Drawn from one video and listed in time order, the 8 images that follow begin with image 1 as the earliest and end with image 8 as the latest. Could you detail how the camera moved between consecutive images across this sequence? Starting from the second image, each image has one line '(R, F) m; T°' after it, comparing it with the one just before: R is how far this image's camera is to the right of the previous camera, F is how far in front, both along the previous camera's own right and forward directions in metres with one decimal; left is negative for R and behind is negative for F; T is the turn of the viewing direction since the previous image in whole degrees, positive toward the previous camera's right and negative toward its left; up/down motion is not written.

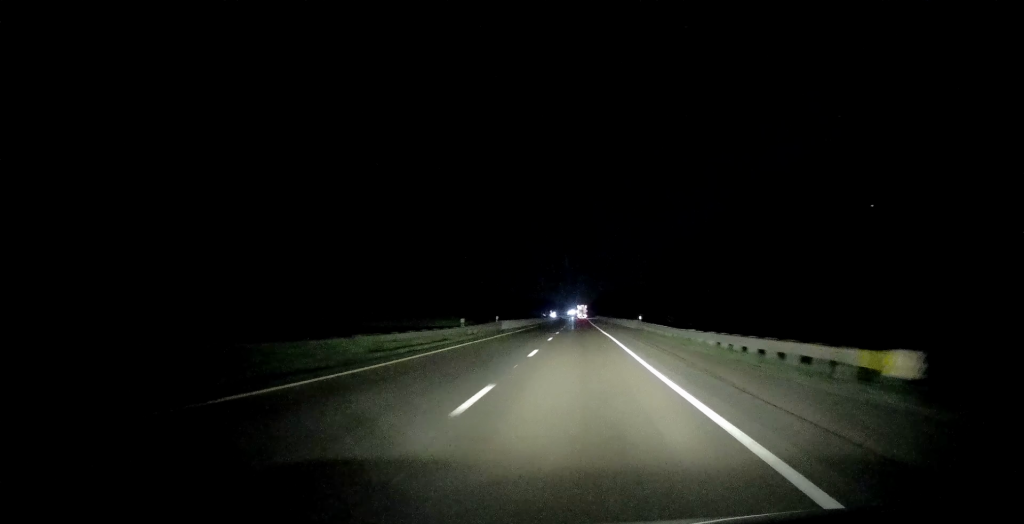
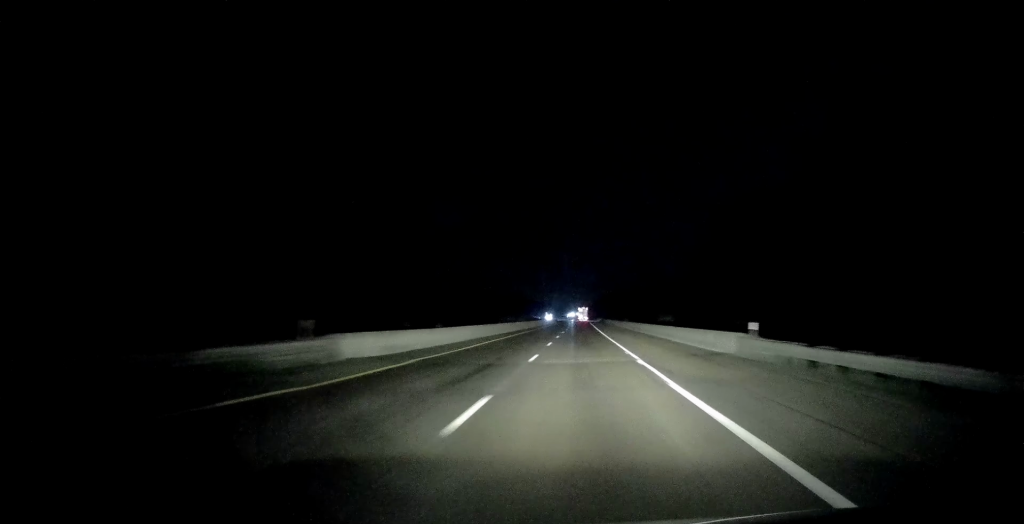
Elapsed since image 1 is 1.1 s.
(-0.3, +37.7) m; -1°
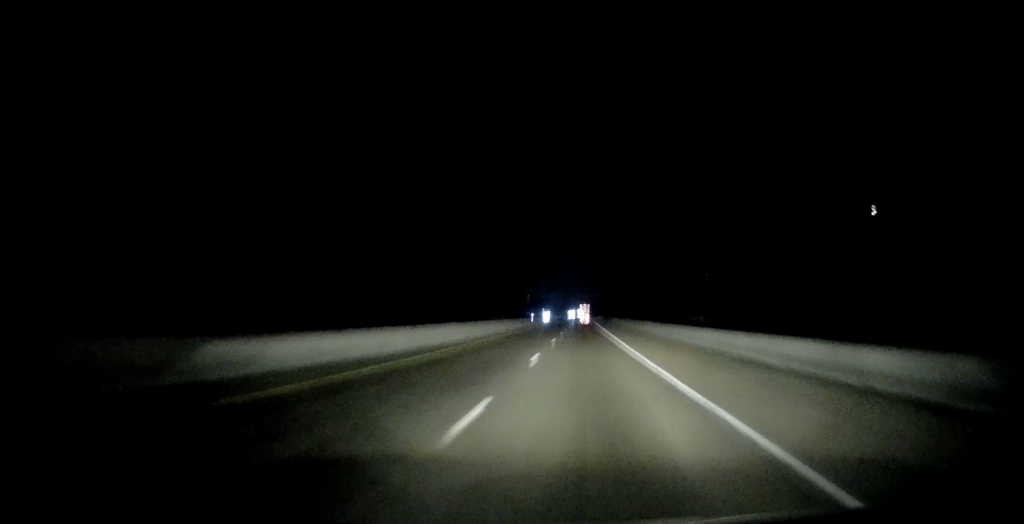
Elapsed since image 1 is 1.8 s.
(-0.1, +24.0) m; 0°
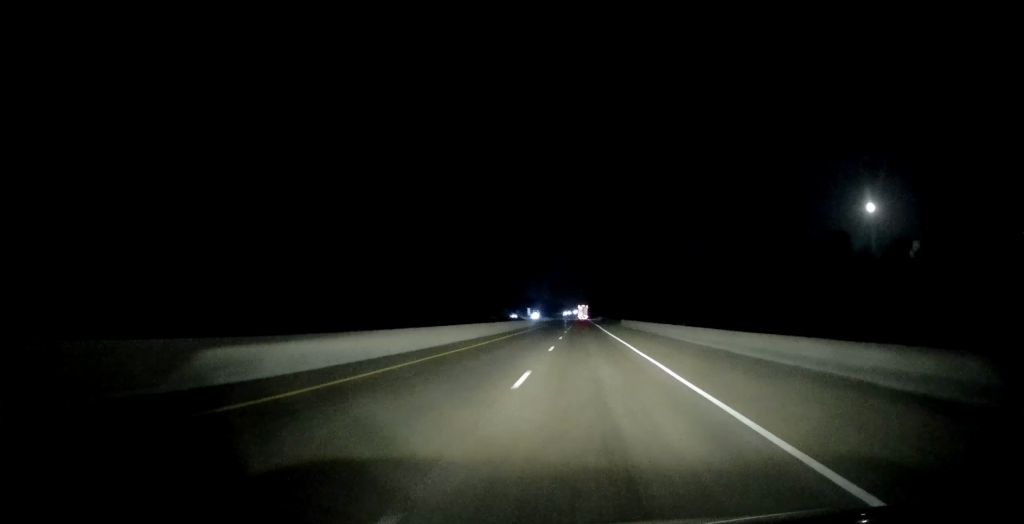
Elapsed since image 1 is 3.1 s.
(+0.4, +43.3) m; 0°
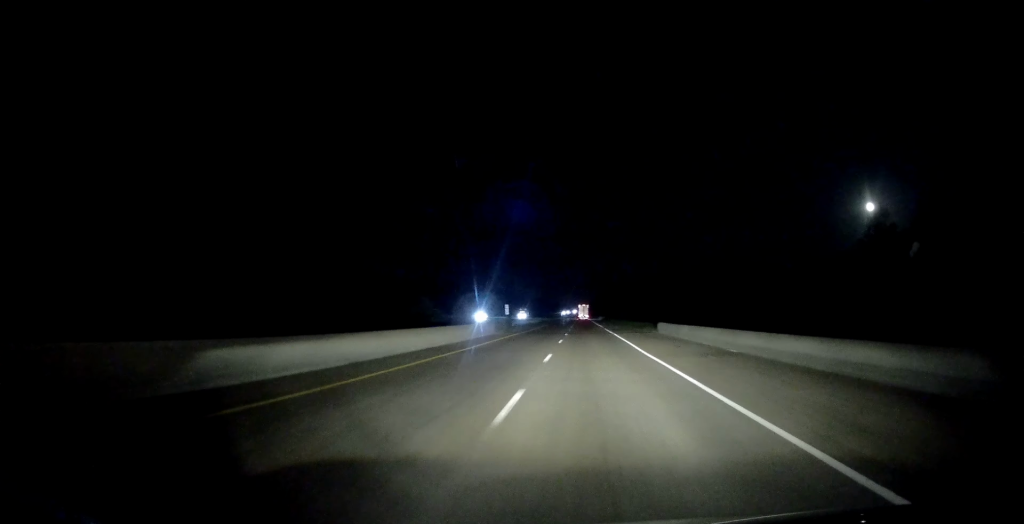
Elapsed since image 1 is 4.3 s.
(-0.5, +42.1) m; 0°
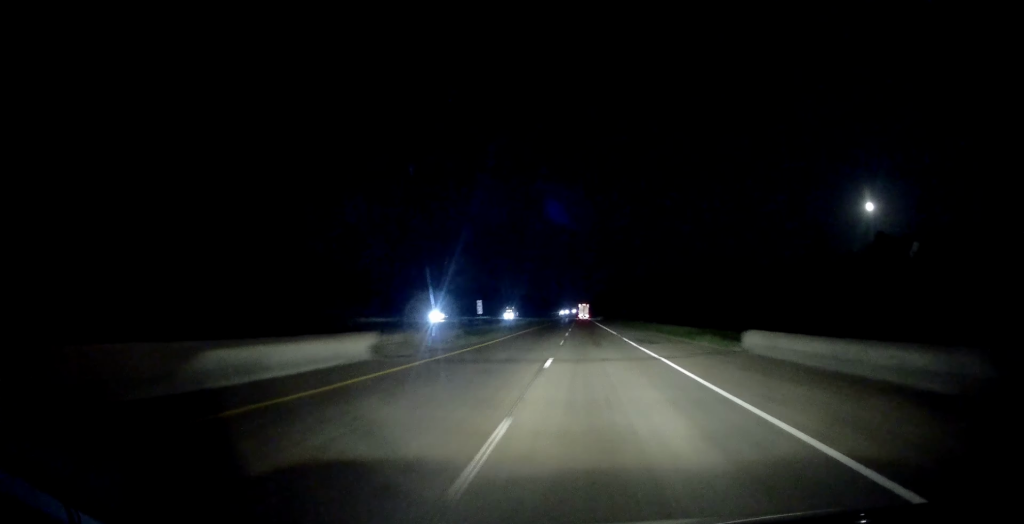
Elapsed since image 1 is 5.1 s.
(+0.5, +26.2) m; 0°
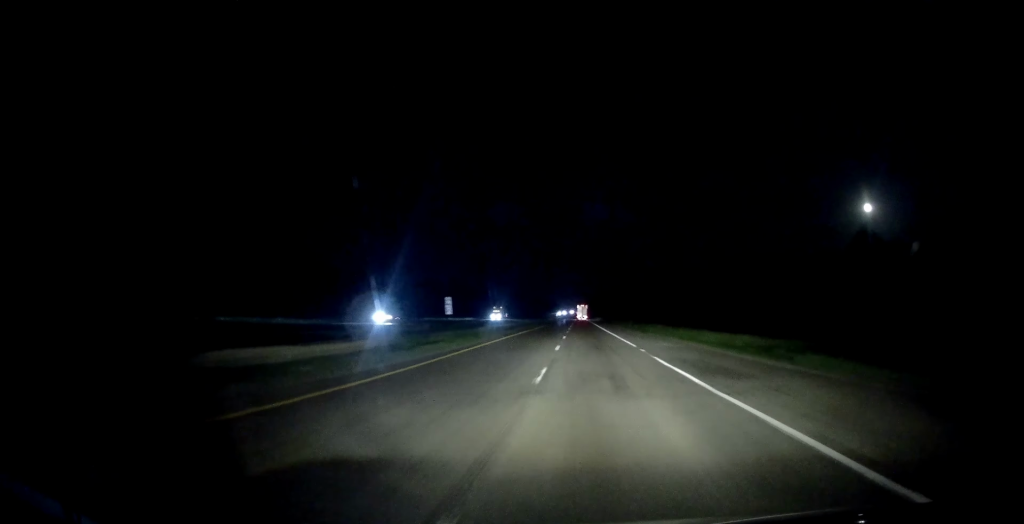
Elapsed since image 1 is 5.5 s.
(-0.1, +16.0) m; 0°
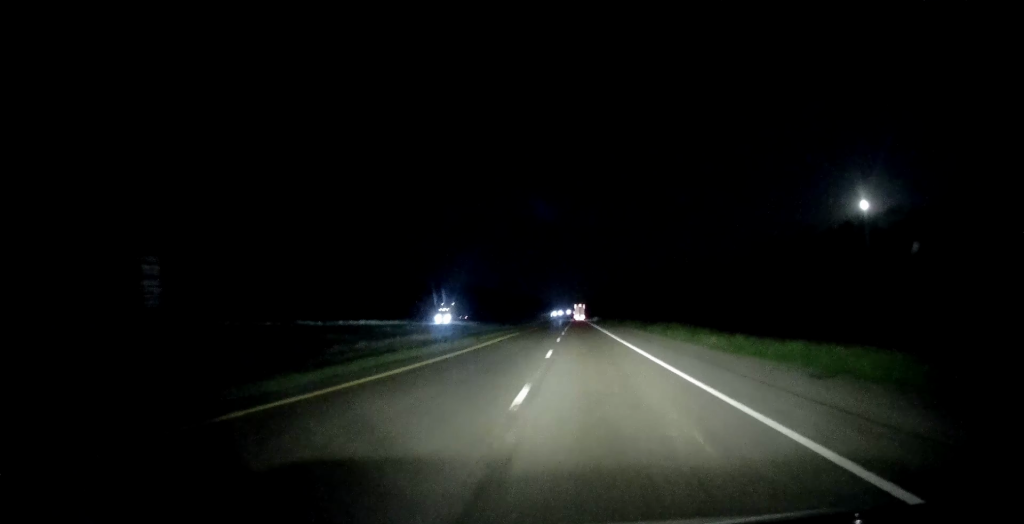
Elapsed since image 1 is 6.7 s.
(-0.2, +39.8) m; 0°
